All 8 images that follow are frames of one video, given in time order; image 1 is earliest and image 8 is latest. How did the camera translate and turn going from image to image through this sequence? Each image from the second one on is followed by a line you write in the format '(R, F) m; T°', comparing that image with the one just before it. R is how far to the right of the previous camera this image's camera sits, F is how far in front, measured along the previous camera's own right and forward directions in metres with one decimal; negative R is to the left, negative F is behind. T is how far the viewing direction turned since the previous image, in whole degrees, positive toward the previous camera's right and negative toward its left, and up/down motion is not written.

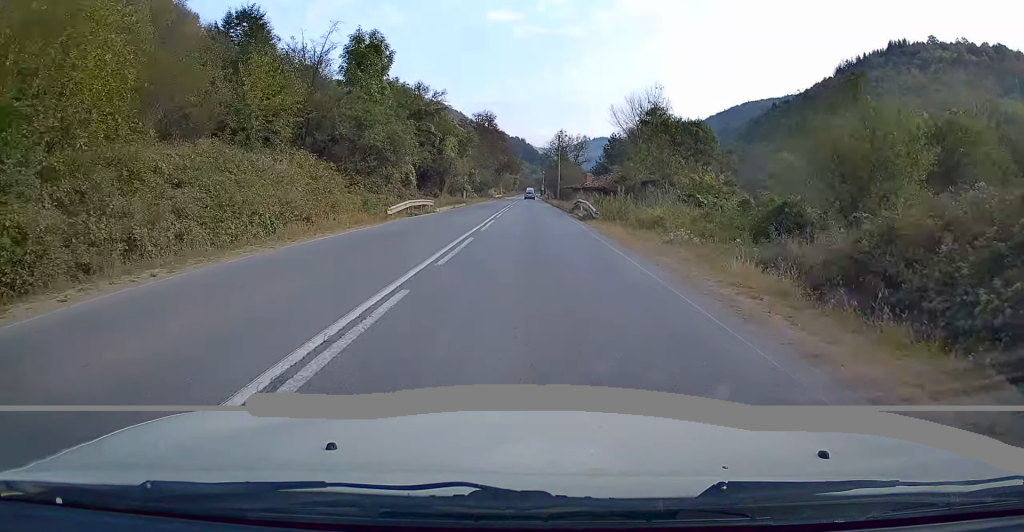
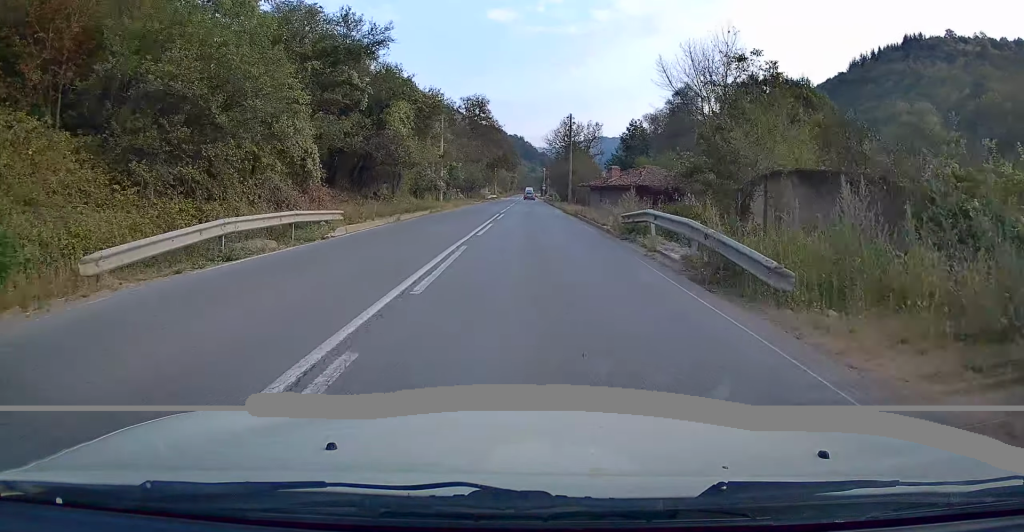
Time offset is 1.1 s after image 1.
(0.0, +20.9) m; 0°
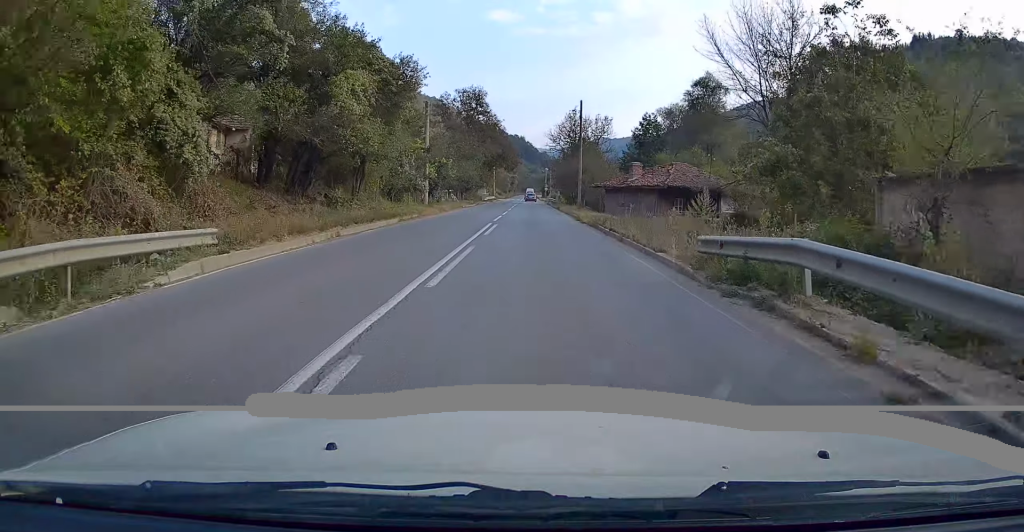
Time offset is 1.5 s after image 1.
(-0.1, +9.0) m; 0°
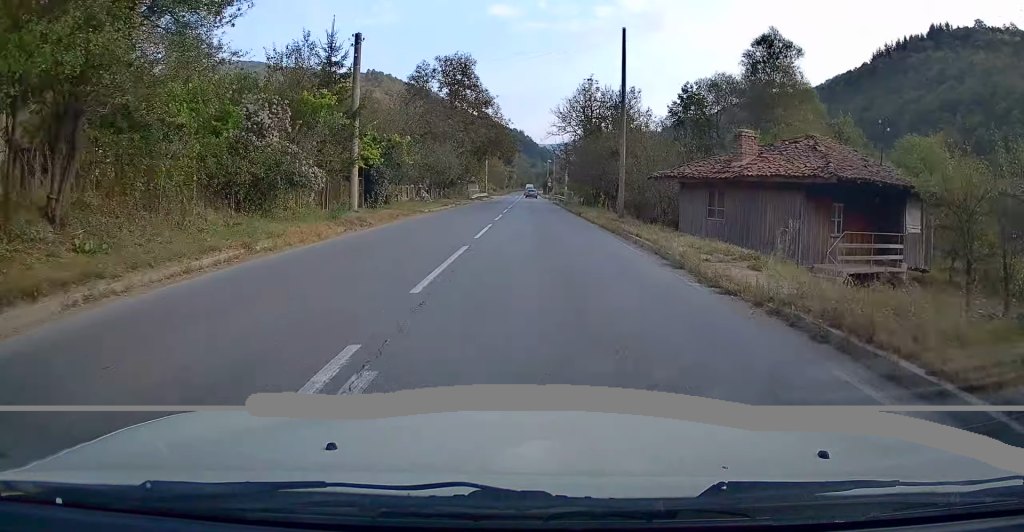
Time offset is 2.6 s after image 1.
(+0.1, +20.3) m; 0°
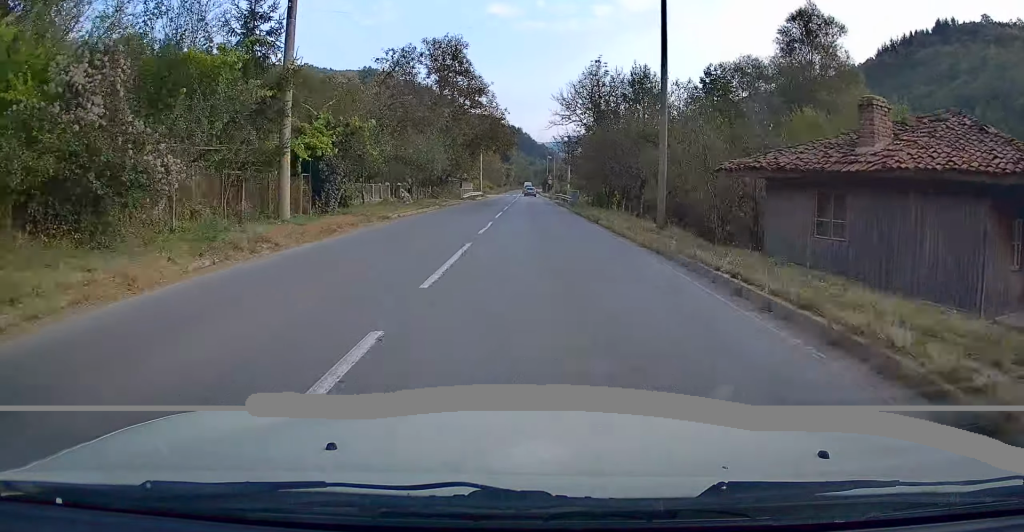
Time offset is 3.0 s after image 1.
(0.0, +8.0) m; 0°
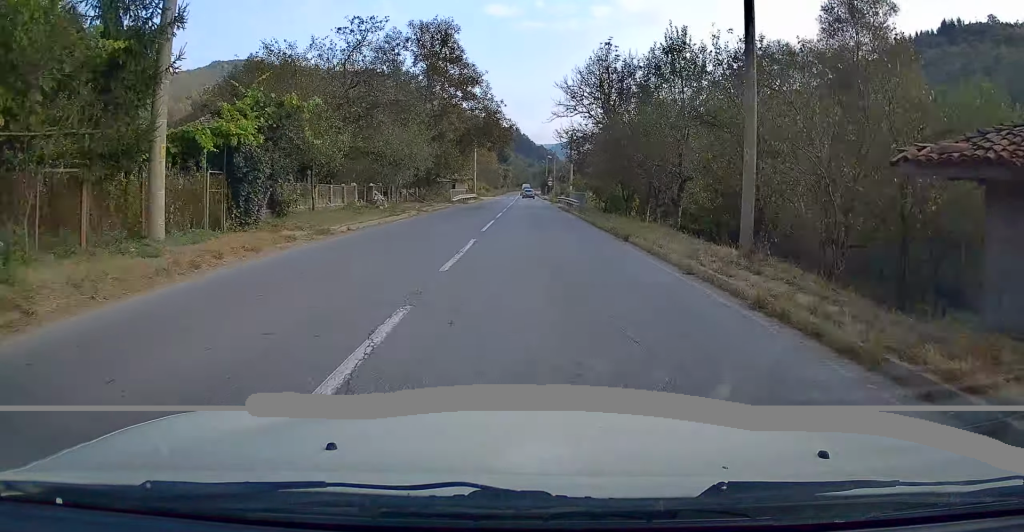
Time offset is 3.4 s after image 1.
(0.0, +7.4) m; 0°
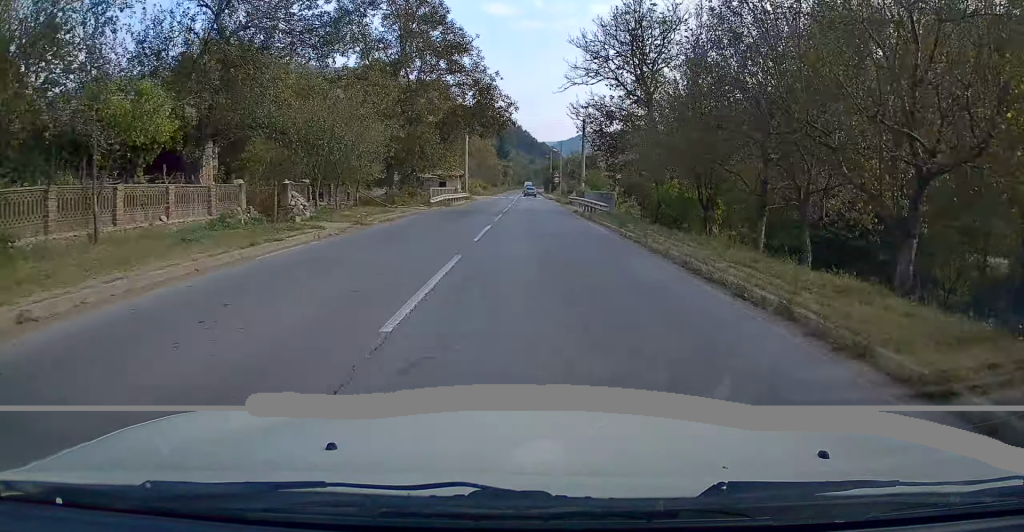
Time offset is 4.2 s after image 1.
(0.0, +13.3) m; 0°
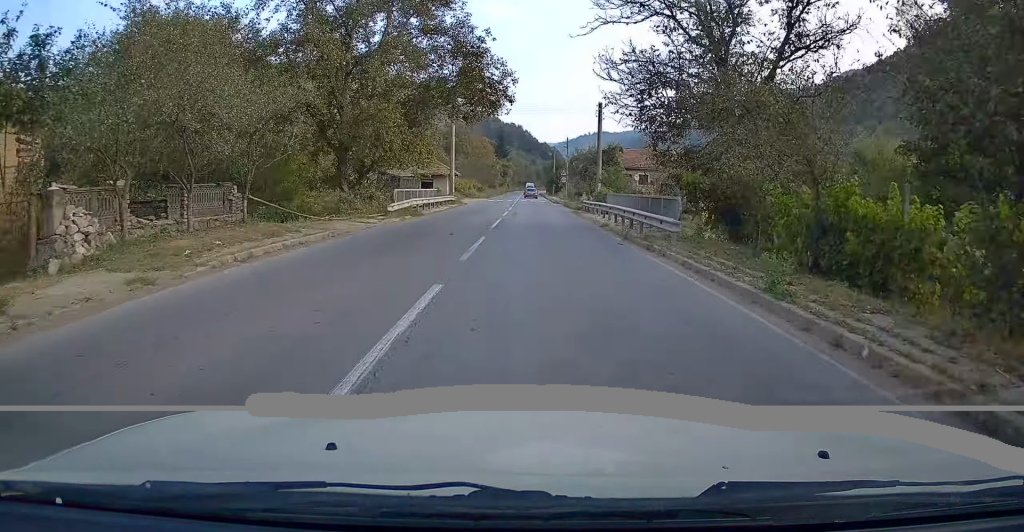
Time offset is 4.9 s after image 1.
(0.0, +12.5) m; 0°
